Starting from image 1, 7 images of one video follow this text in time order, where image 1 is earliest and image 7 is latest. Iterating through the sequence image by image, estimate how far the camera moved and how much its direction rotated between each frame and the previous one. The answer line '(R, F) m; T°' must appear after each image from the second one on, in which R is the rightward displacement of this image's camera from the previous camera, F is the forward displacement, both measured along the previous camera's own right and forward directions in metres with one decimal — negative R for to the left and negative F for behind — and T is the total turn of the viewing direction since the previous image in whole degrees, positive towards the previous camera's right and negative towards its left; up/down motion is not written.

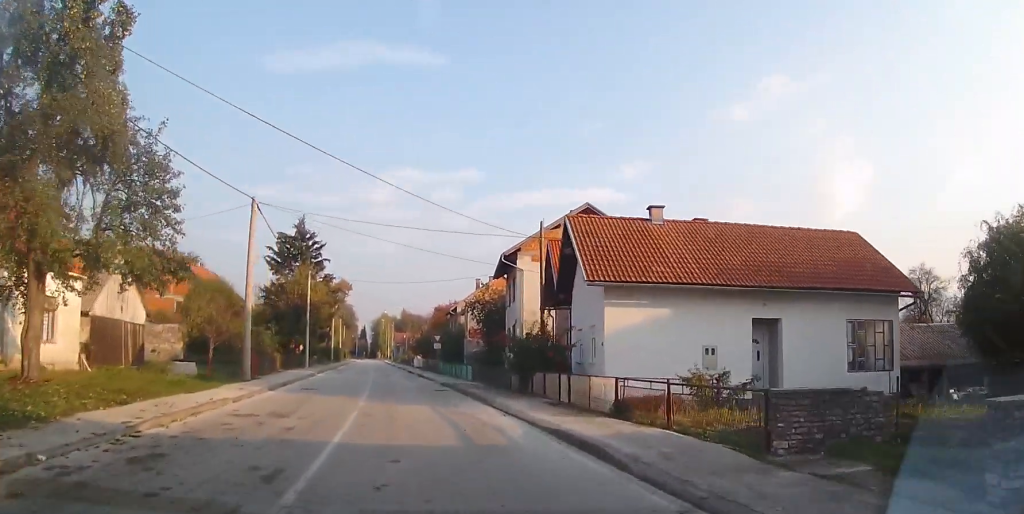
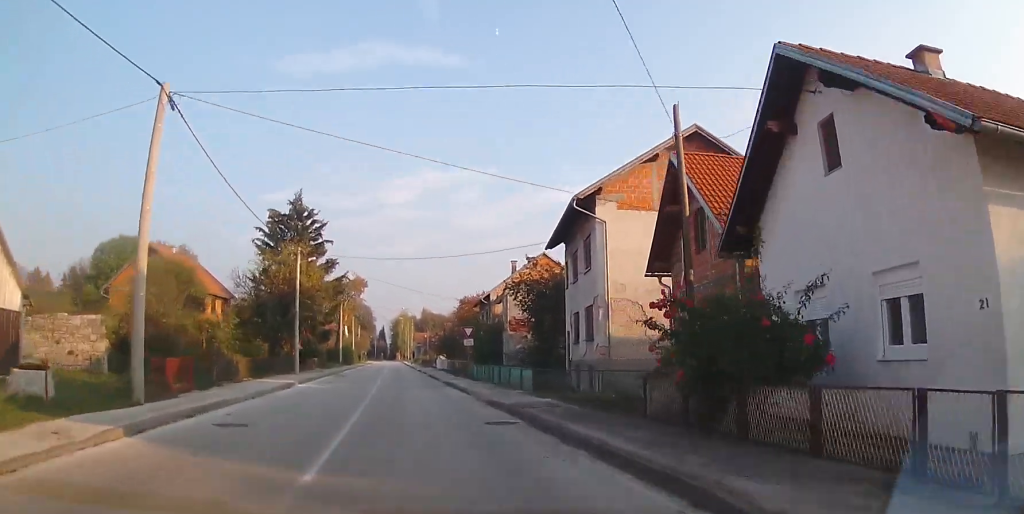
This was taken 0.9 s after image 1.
(-0.5, +12.8) m; -2°
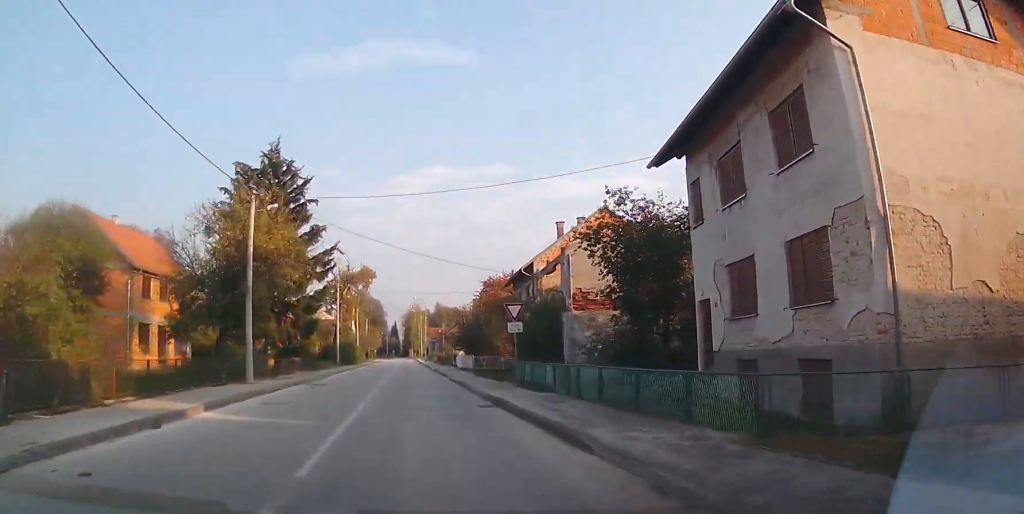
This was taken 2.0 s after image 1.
(-0.1, +14.2) m; -2°
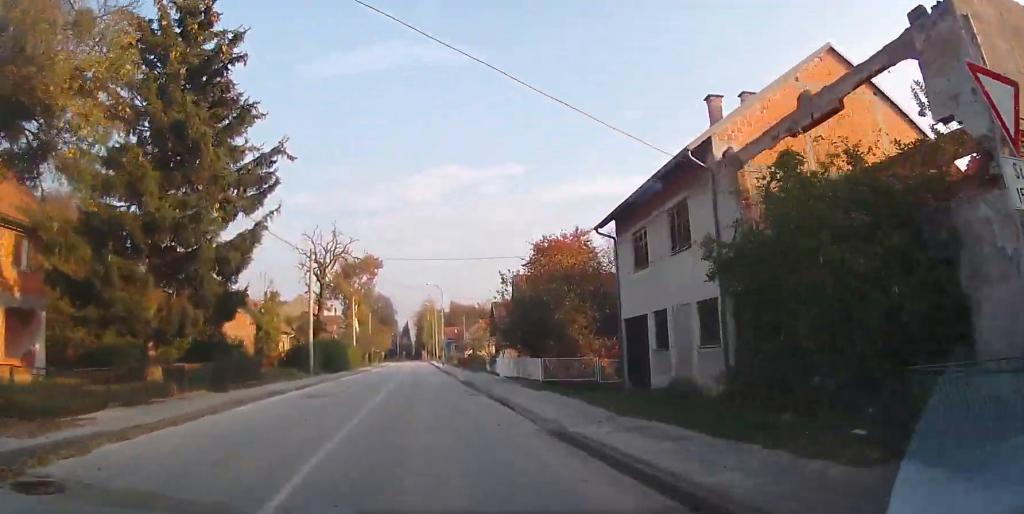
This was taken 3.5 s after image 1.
(-0.8, +21.4) m; -4°
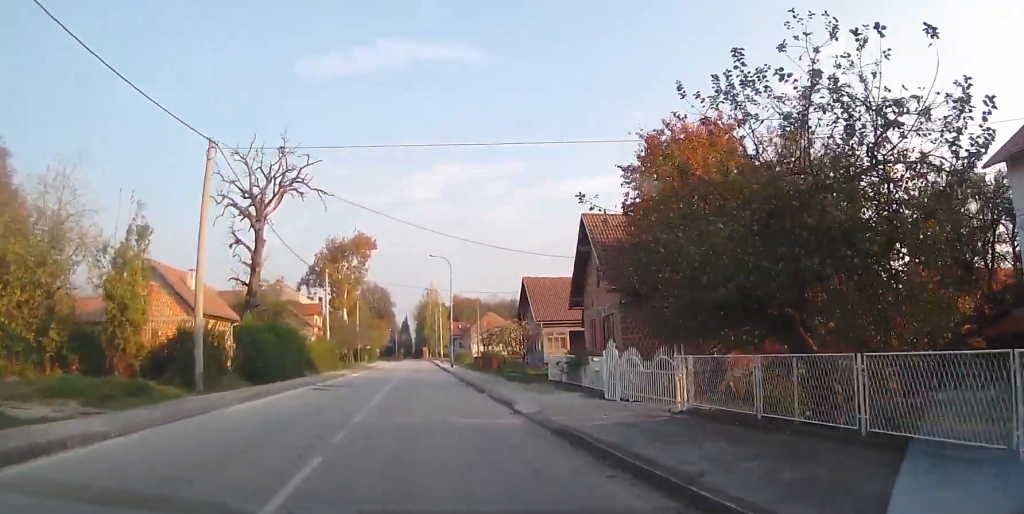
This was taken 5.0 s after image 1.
(+0.1, +20.6) m; +2°
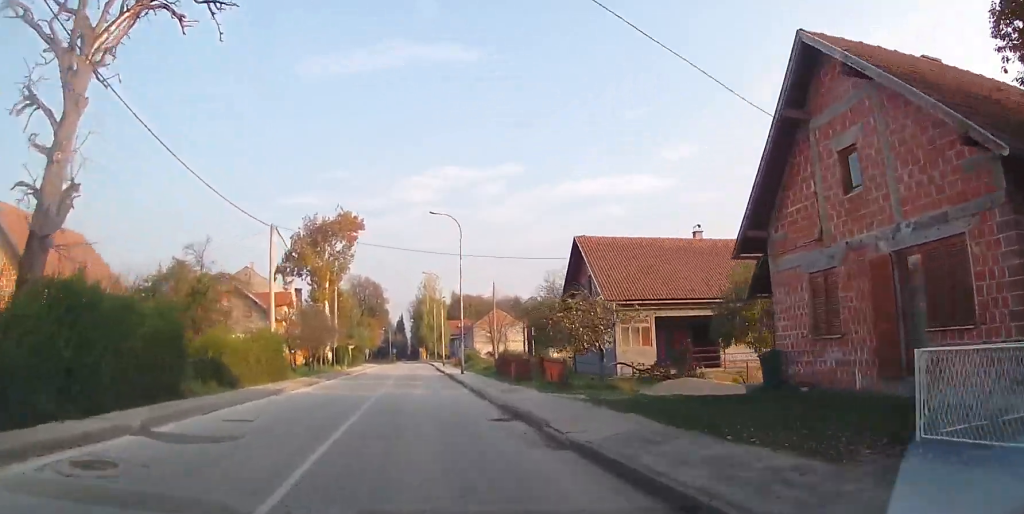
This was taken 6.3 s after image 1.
(+0.2, +17.6) m; +1°
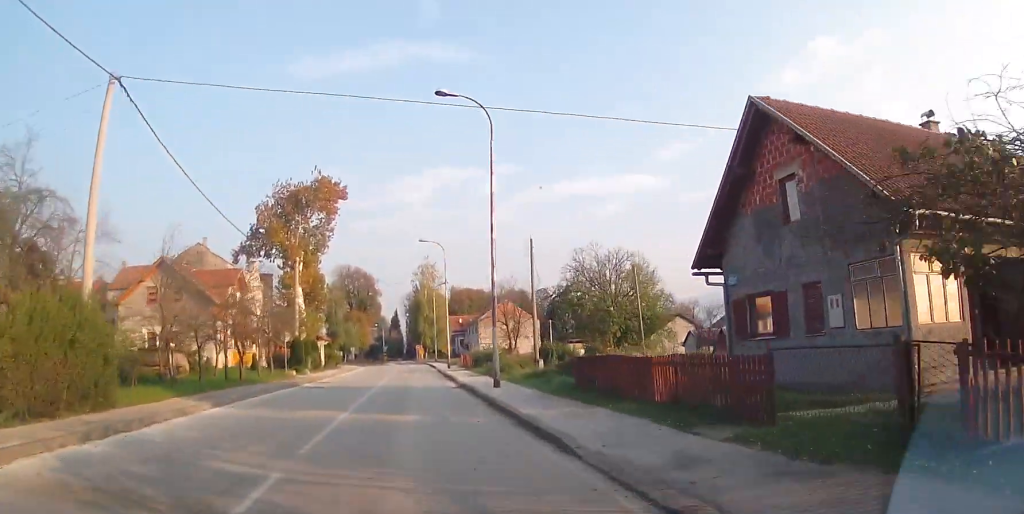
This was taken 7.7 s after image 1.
(+0.4, +18.3) m; -1°
